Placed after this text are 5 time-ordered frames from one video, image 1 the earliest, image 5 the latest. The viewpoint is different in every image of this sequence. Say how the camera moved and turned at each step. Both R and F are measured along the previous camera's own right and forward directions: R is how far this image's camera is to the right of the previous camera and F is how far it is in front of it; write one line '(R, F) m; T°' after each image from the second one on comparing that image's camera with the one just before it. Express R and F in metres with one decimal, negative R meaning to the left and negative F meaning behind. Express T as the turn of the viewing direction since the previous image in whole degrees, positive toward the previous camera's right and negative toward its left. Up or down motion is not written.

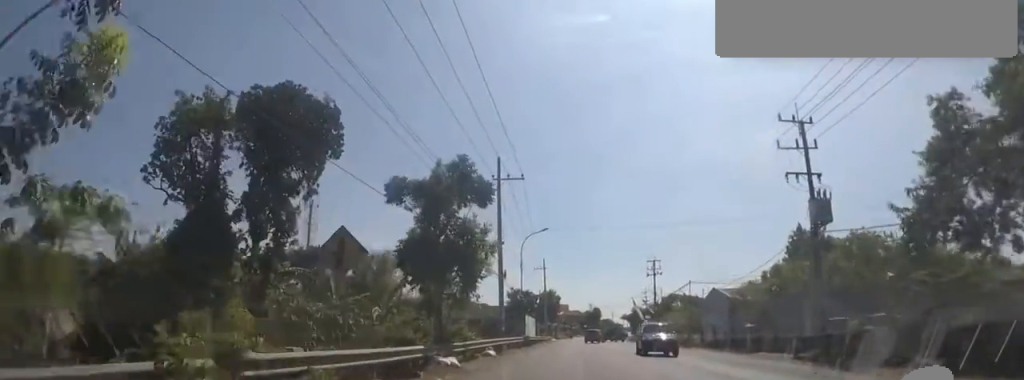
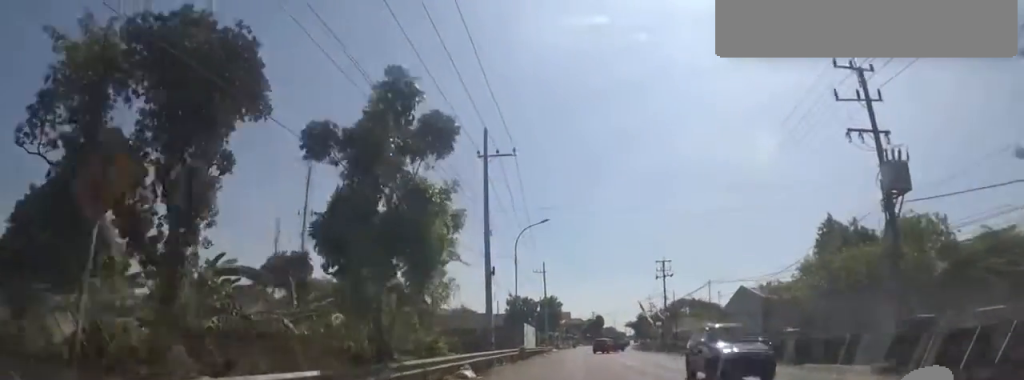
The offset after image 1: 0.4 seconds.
(0.0, +5.3) m; 0°
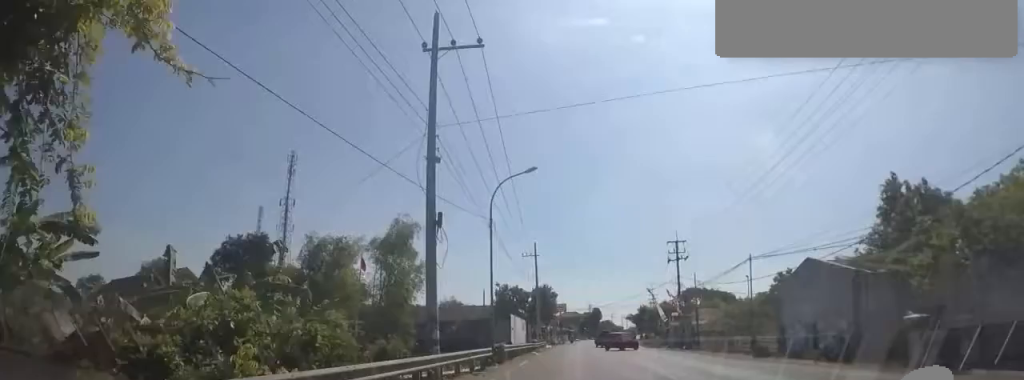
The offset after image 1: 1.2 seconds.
(0.0, +9.3) m; 0°
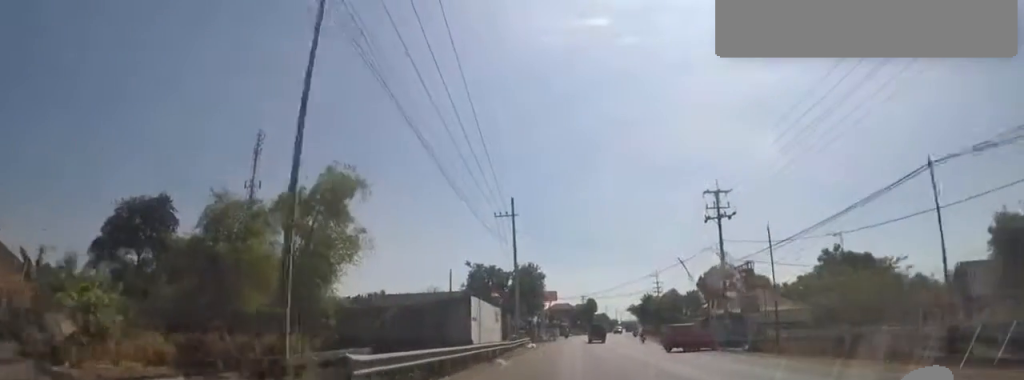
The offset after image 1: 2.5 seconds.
(+0.1, +16.1) m; +4°
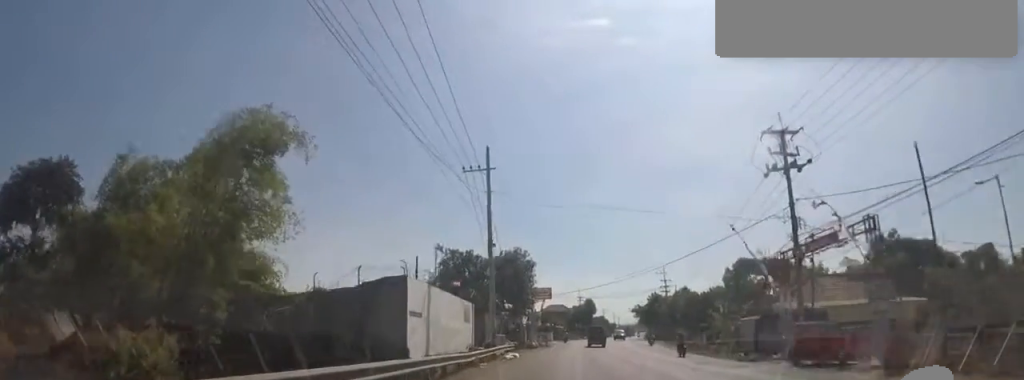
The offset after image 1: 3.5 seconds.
(+0.5, +11.6) m; +3°
